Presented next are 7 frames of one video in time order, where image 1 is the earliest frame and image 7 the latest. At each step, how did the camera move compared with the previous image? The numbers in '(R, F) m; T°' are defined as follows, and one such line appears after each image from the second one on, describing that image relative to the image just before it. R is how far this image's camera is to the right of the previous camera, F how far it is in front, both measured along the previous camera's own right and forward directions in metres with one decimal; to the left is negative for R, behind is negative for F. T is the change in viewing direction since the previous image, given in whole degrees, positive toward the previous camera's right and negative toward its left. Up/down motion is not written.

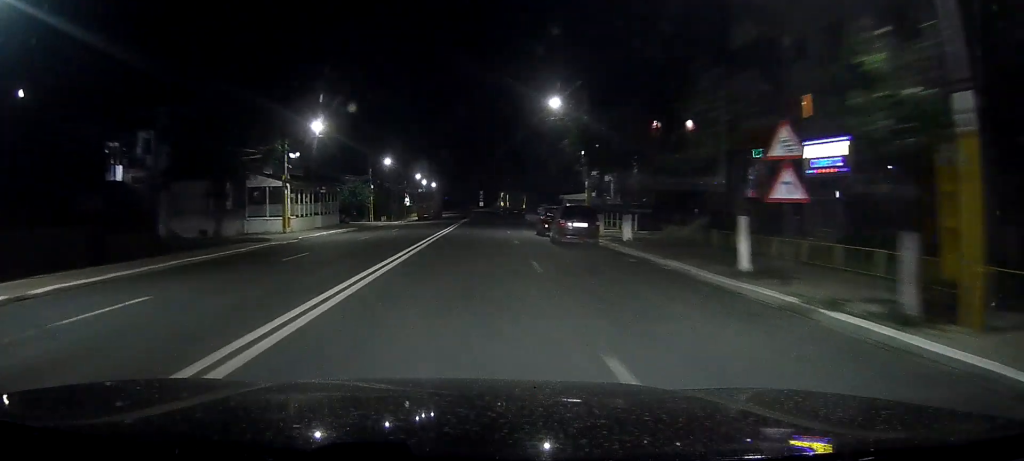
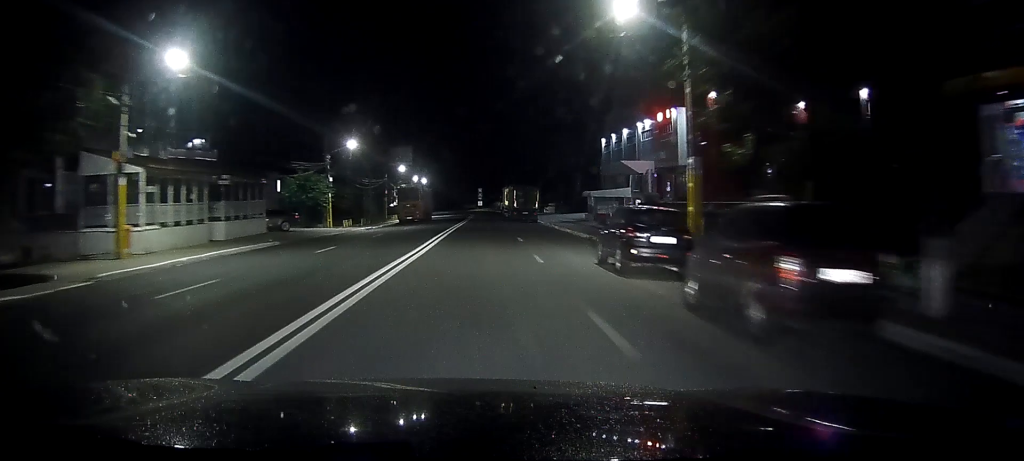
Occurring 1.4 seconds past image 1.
(+0.1, +20.9) m; 0°
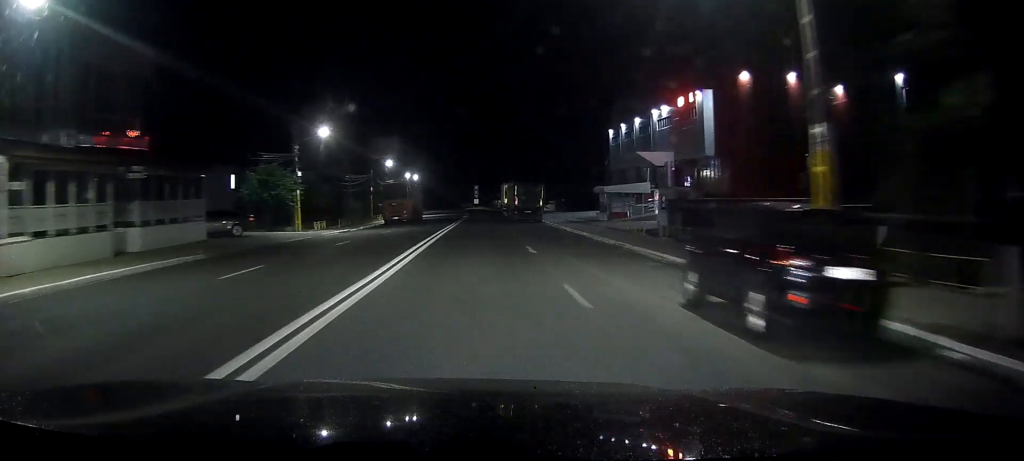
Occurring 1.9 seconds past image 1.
(0.0, +8.7) m; 0°
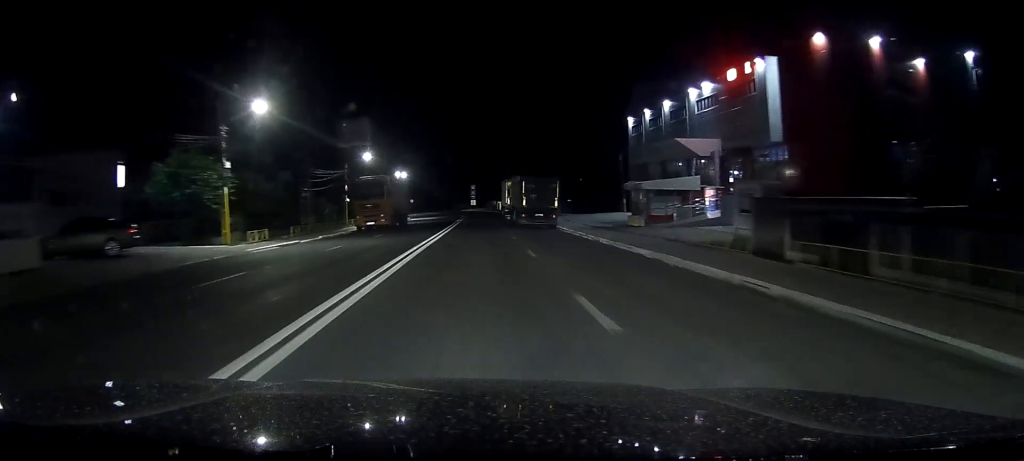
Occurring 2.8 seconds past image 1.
(0.0, +13.4) m; 0°
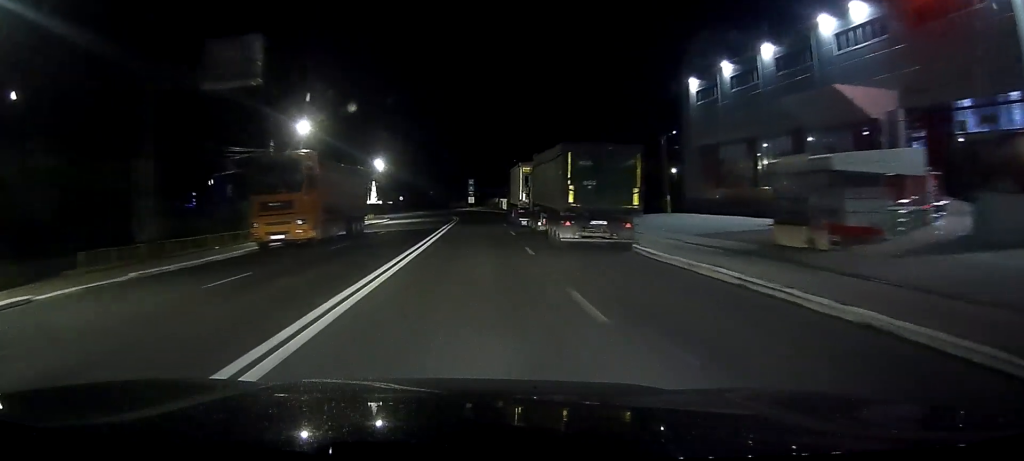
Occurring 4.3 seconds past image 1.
(-0.1, +23.3) m; 0°
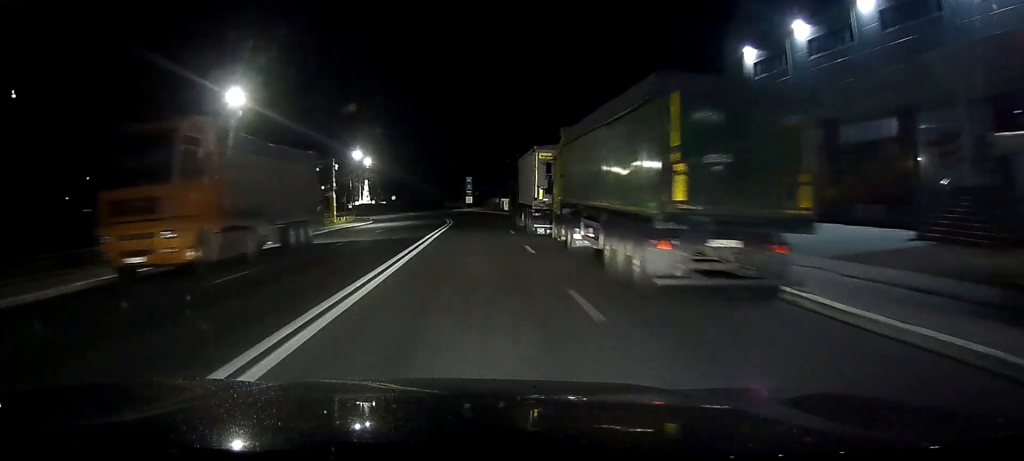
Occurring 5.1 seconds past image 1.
(+0.1, +12.1) m; 0°
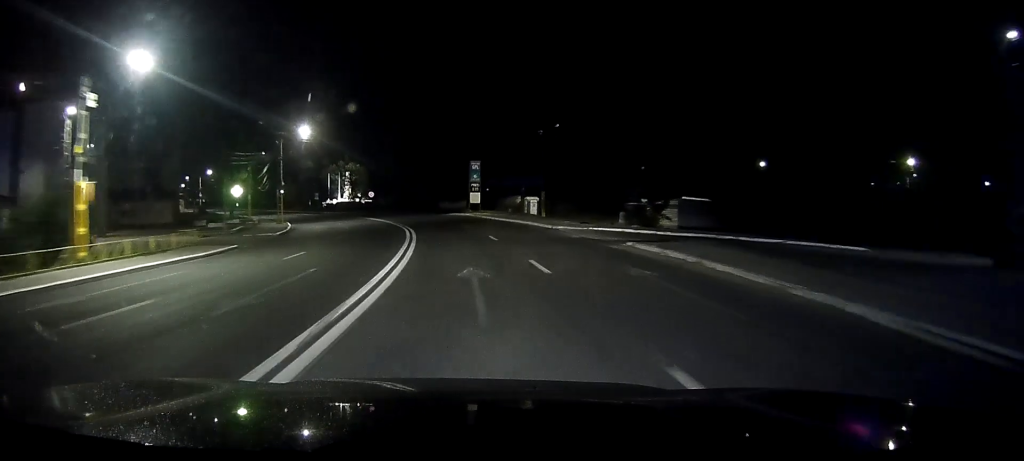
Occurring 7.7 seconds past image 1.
(-0.3, +41.5) m; -3°
